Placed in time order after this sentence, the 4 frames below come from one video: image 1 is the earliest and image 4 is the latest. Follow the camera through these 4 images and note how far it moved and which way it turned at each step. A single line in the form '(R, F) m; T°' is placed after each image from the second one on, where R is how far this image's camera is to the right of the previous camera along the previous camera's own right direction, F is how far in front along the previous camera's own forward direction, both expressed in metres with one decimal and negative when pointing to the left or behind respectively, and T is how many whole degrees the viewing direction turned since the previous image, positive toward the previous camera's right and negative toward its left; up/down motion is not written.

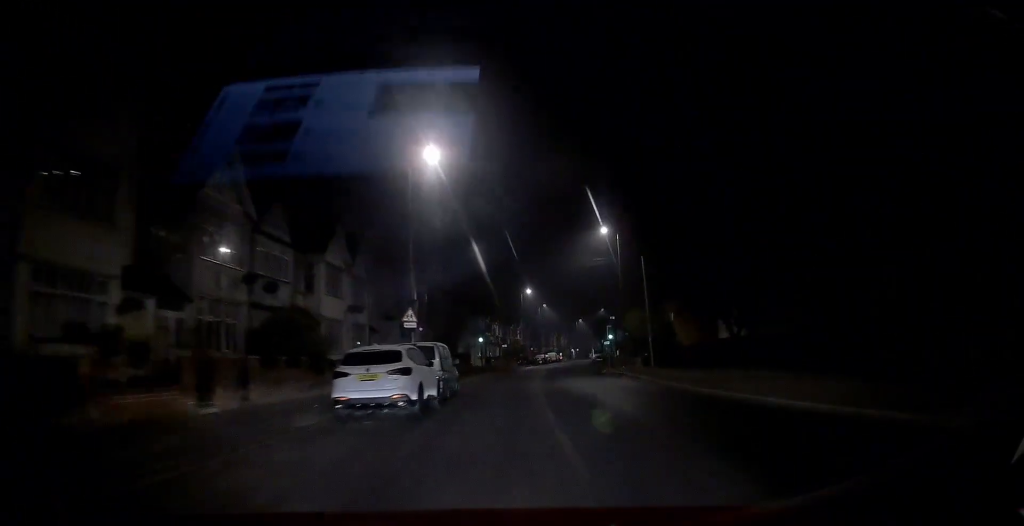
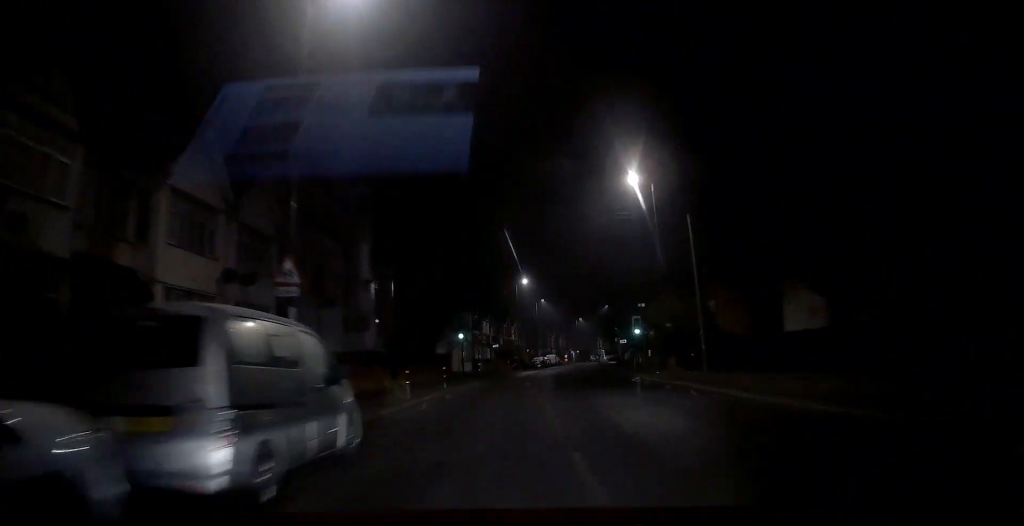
(-0.1, +13.5) m; 0°
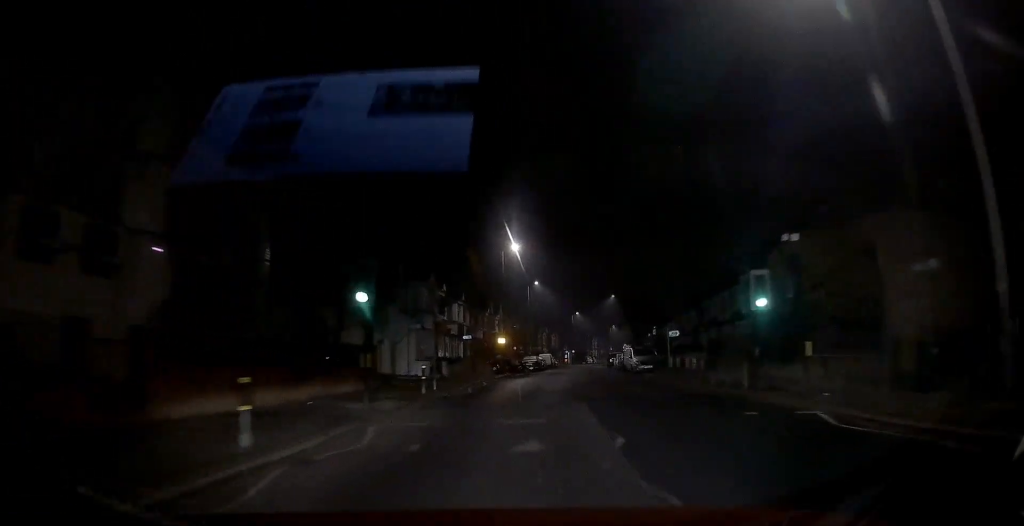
(+0.3, +21.5) m; +2°
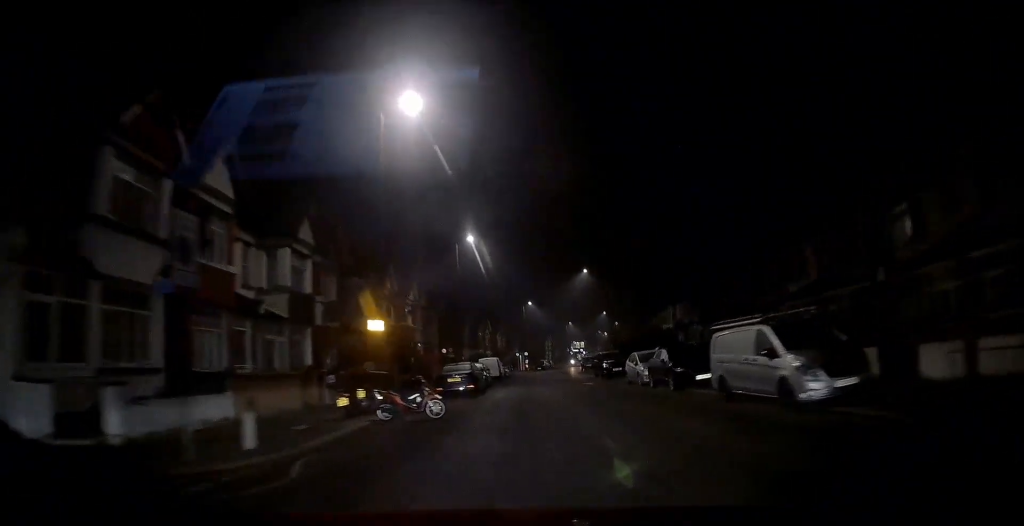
(+1.1, +29.7) m; +4°
